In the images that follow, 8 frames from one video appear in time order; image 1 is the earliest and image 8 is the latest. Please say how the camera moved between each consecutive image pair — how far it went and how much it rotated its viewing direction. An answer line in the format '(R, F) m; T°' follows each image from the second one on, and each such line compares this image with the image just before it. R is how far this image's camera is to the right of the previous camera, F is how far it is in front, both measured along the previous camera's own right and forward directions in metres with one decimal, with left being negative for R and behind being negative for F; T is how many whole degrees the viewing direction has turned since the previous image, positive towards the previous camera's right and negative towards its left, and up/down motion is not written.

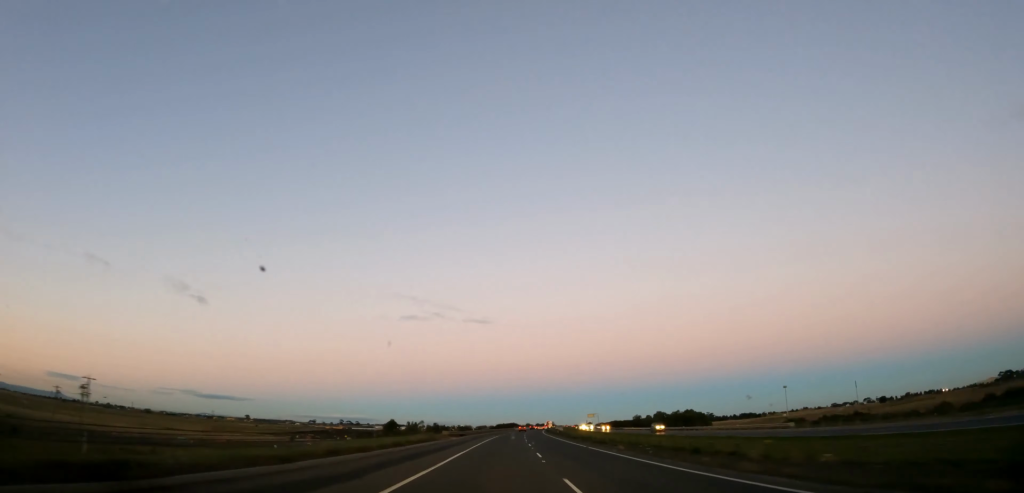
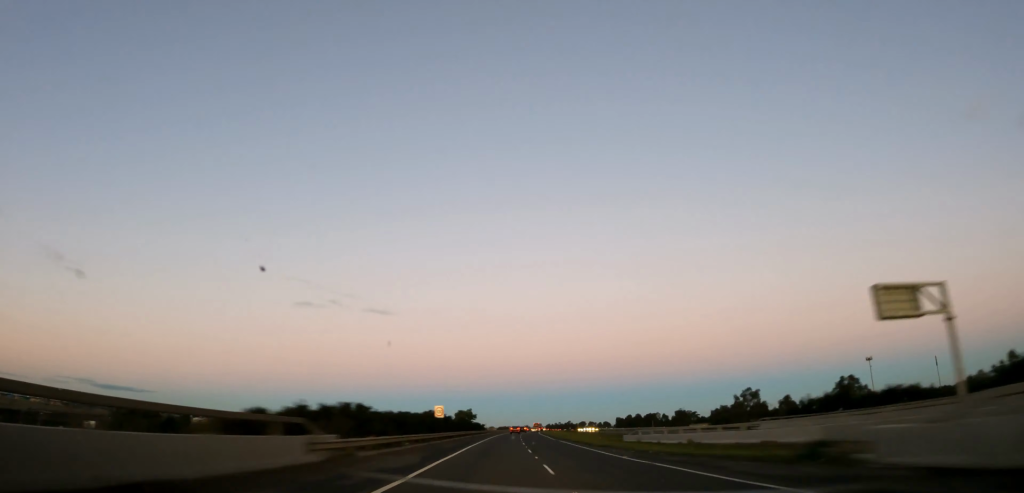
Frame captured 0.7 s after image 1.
(+0.3, +21.3) m; 0°
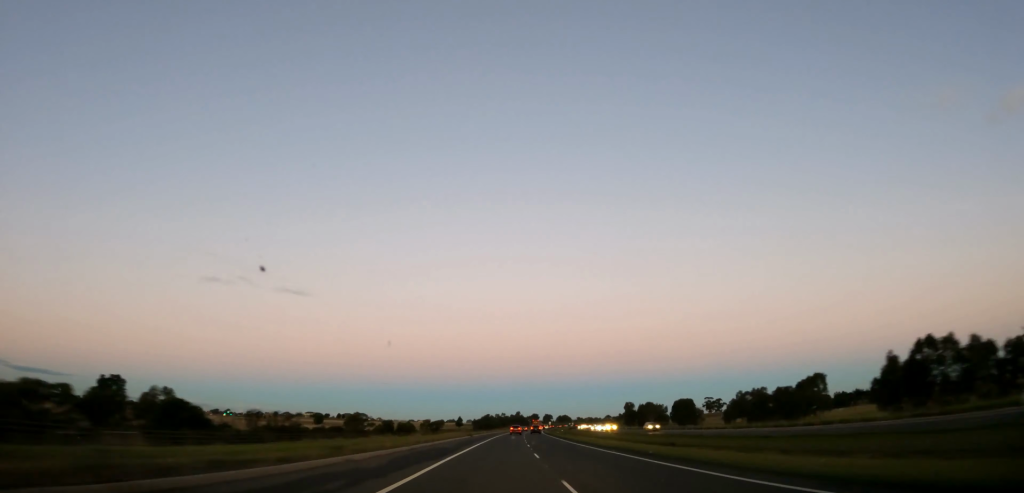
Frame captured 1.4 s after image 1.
(+0.7, +18.3) m; -1°
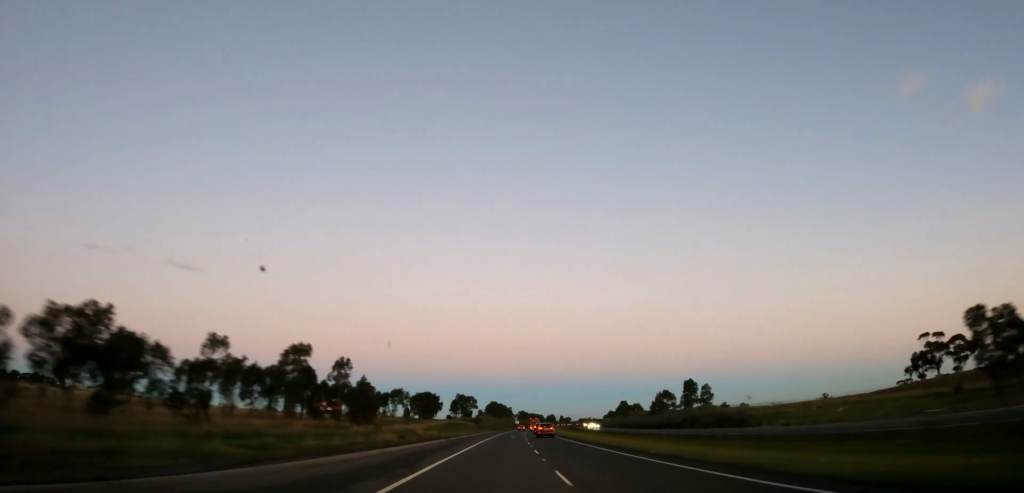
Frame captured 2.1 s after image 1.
(-1.4, +21.2) m; -1°
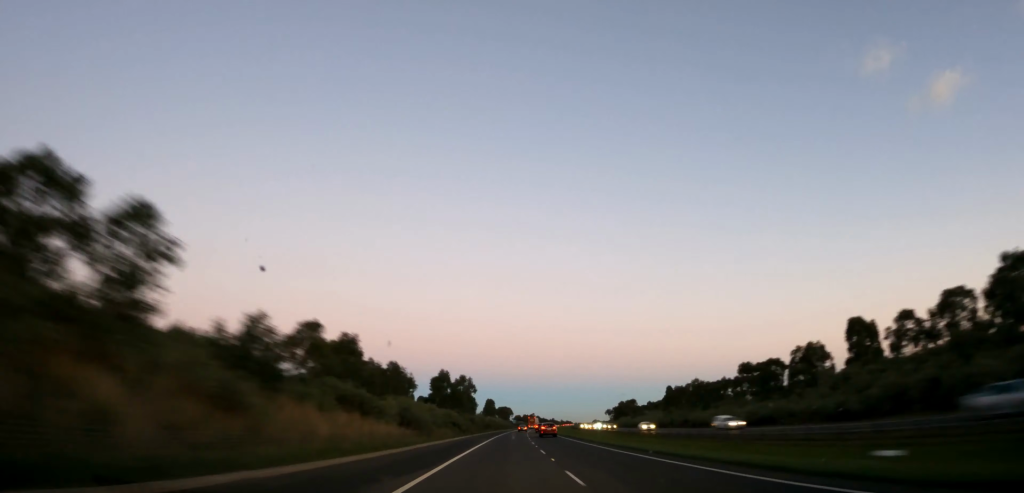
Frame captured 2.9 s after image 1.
(+0.1, +23.3) m; +2°
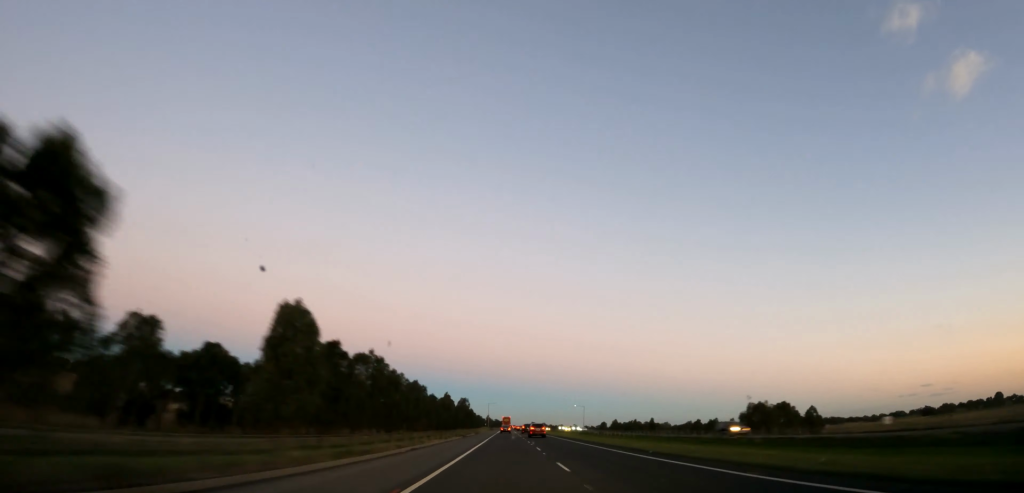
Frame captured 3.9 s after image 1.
(+0.9, +29.1) m; +2°
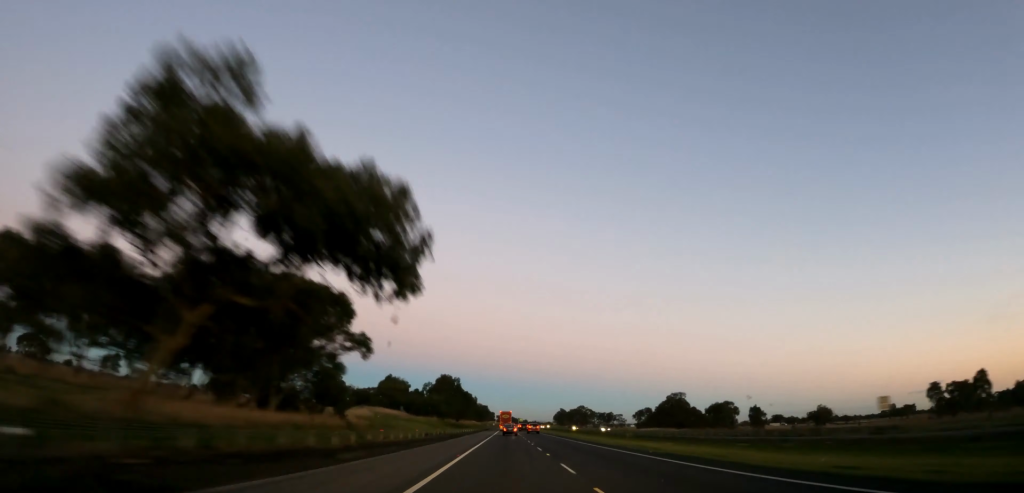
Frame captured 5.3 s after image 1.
(-0.4, +40.8) m; -2°
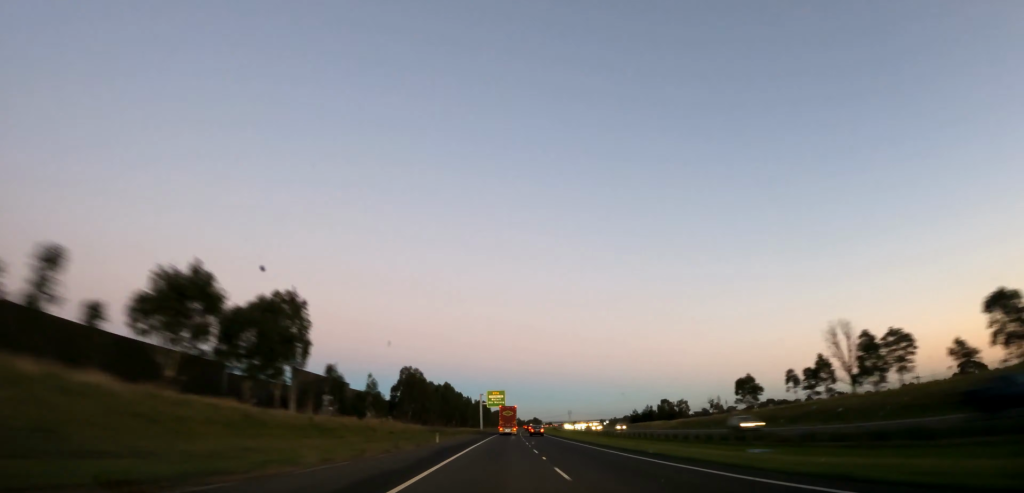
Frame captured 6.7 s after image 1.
(-0.2, +40.7) m; 0°
